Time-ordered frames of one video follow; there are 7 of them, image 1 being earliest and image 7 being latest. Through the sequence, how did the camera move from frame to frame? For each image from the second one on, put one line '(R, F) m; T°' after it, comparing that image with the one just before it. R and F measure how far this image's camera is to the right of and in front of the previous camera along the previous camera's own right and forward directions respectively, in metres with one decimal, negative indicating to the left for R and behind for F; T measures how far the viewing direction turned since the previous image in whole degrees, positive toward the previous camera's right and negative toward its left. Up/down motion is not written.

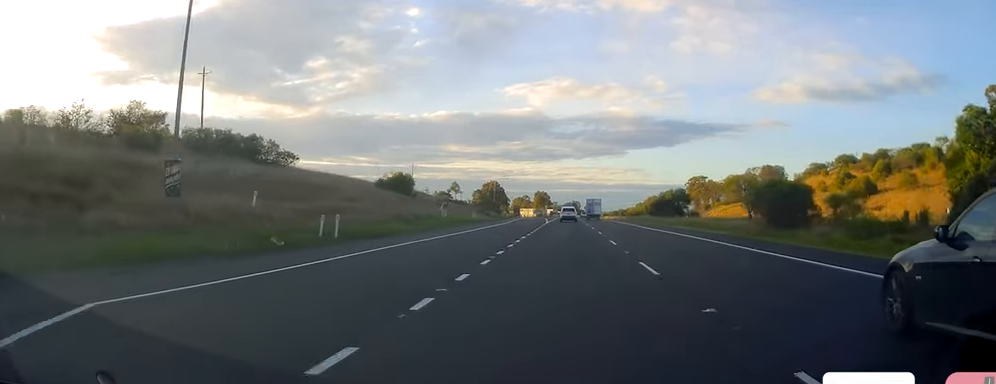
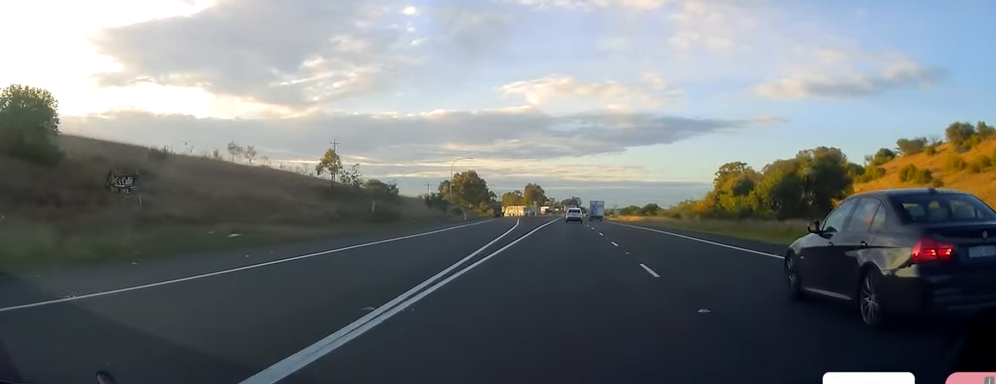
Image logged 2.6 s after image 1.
(+0.3, +71.4) m; 0°
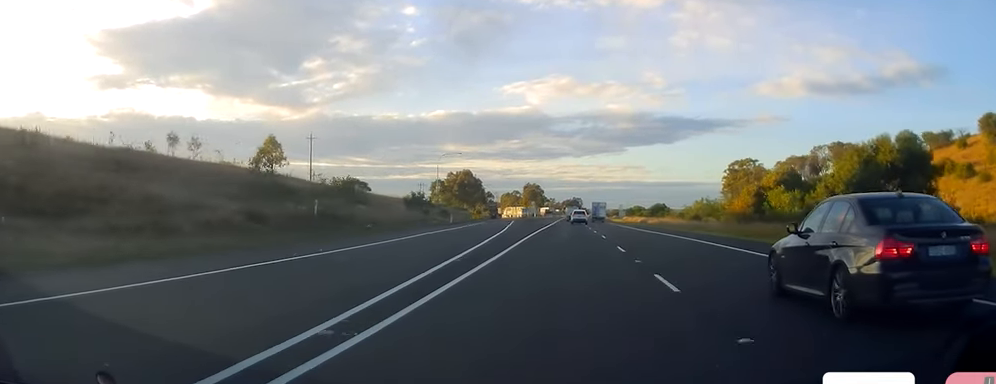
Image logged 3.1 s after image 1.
(-0.2, +13.9) m; 0°
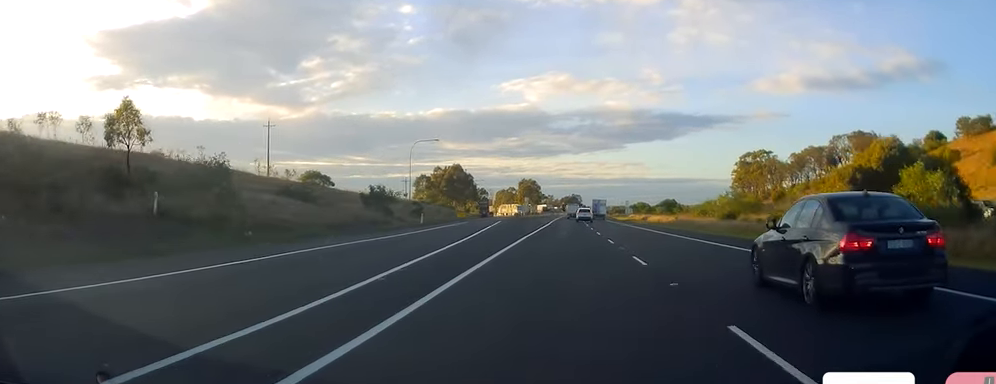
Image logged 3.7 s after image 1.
(-0.1, +18.6) m; 0°
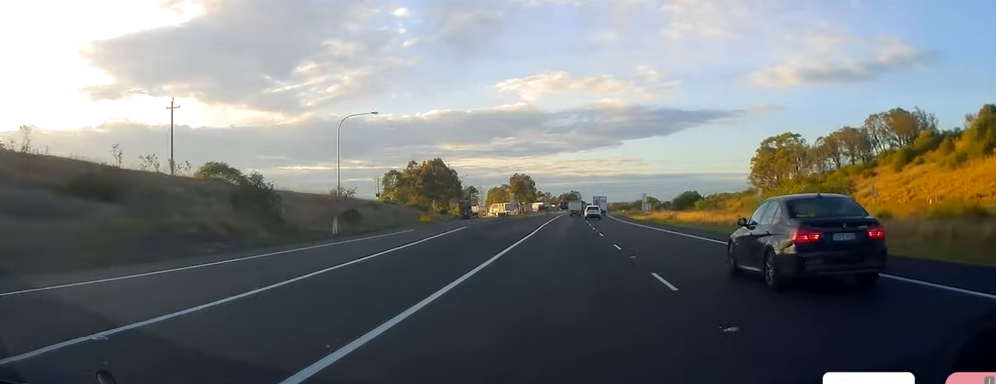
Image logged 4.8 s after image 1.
(+0.1, +28.8) m; +1°
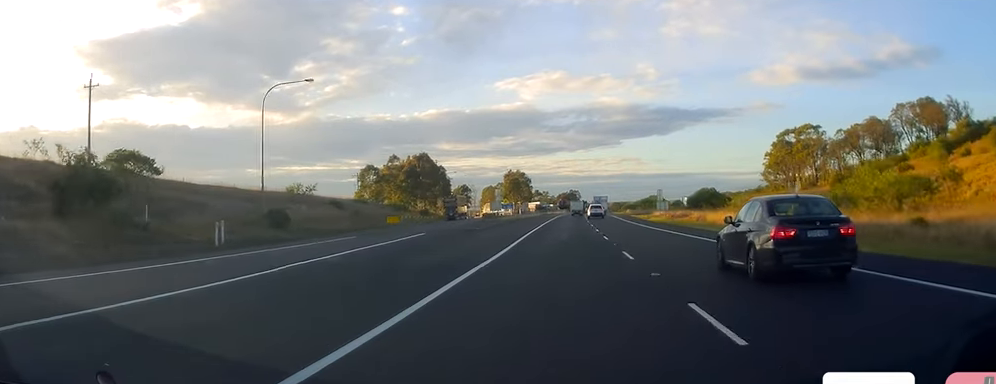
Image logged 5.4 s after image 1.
(+0.3, +16.7) m; 0°
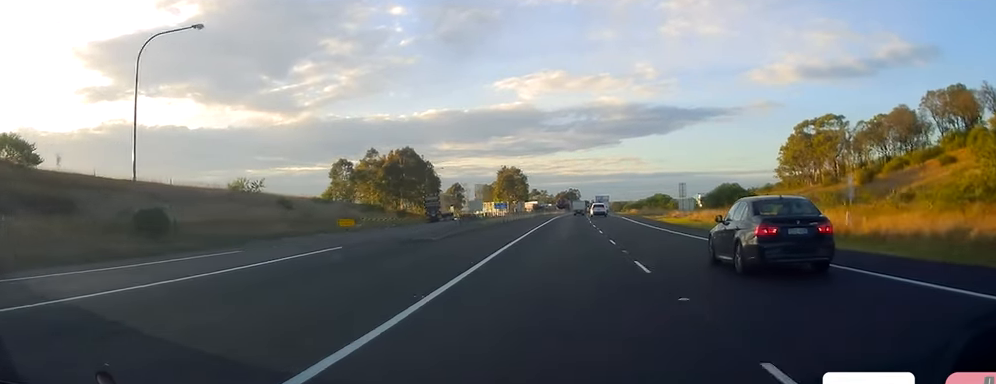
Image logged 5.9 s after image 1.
(-0.1, +15.7) m; 0°
